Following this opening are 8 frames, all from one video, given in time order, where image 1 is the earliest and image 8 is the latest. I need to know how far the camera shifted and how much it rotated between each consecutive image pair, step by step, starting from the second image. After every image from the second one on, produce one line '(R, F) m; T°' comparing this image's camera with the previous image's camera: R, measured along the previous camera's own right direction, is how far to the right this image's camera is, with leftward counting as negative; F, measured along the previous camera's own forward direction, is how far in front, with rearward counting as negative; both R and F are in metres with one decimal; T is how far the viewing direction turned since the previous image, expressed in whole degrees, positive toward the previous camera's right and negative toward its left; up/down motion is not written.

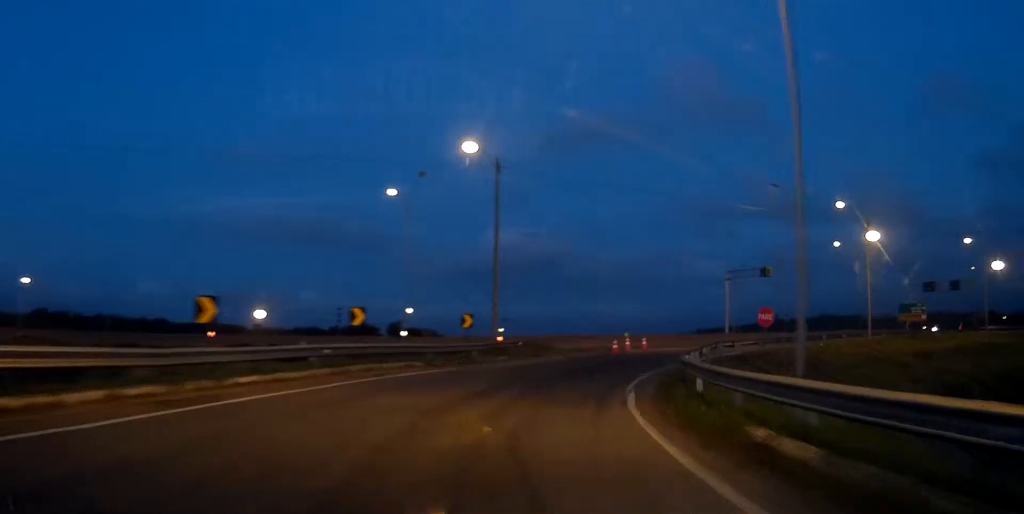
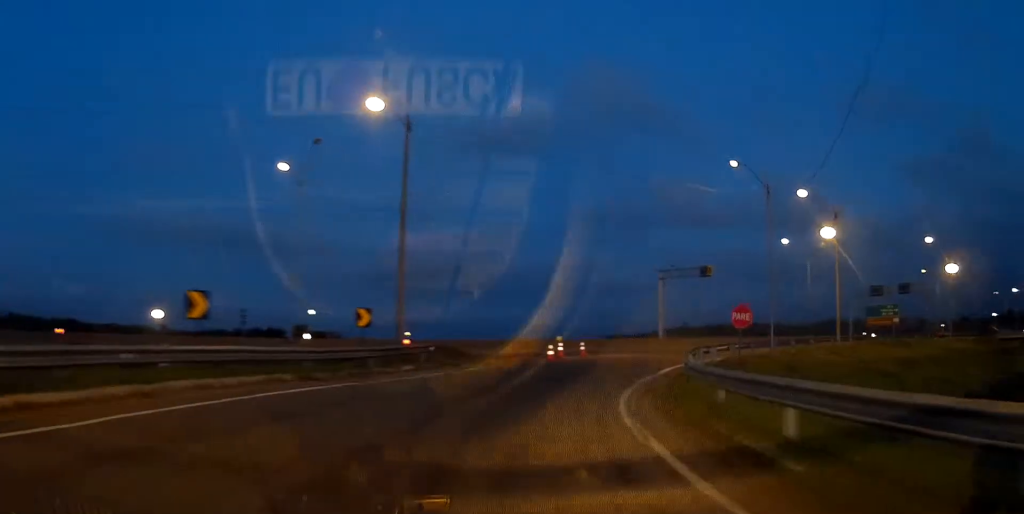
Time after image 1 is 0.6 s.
(+0.4, +8.0) m; +7°
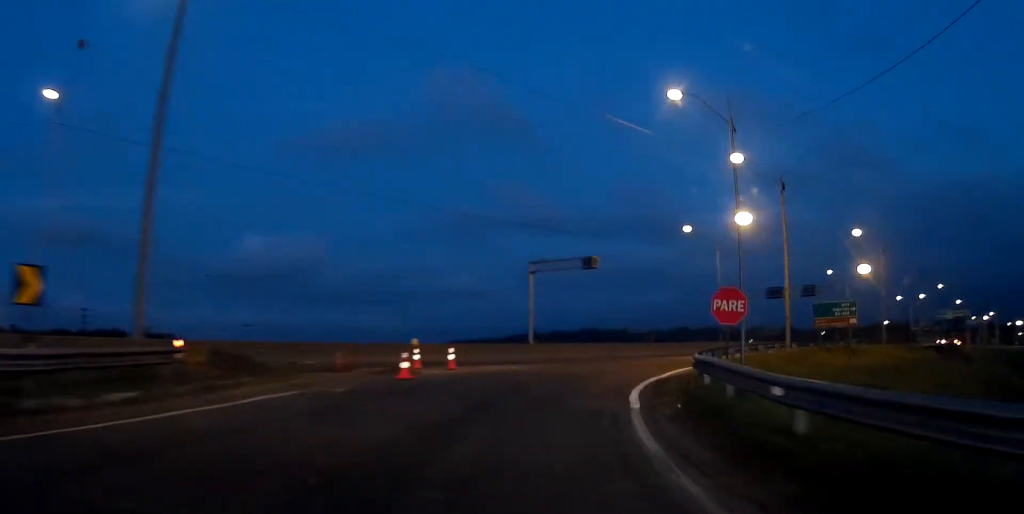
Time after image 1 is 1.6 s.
(+1.4, +13.2) m; +12°
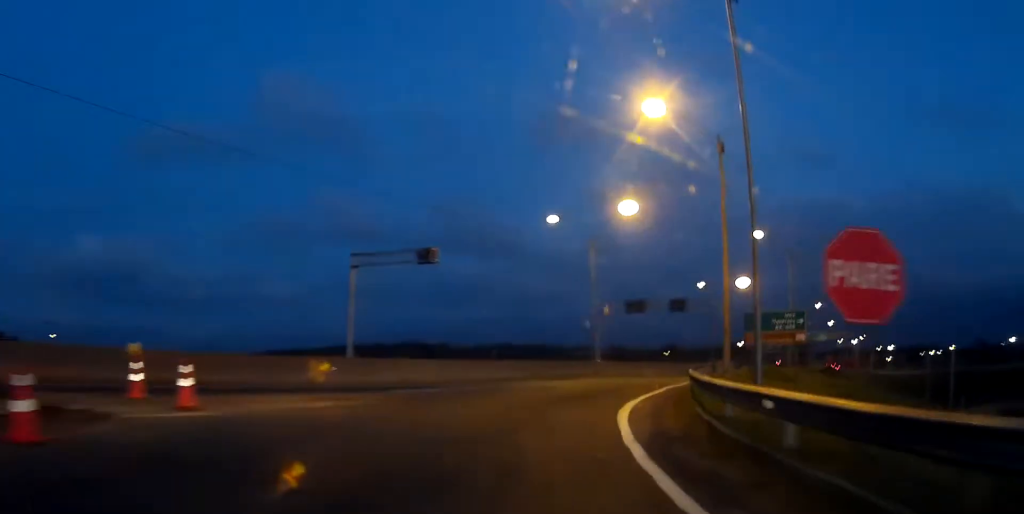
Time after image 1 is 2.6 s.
(+1.3, +12.8) m; +13°
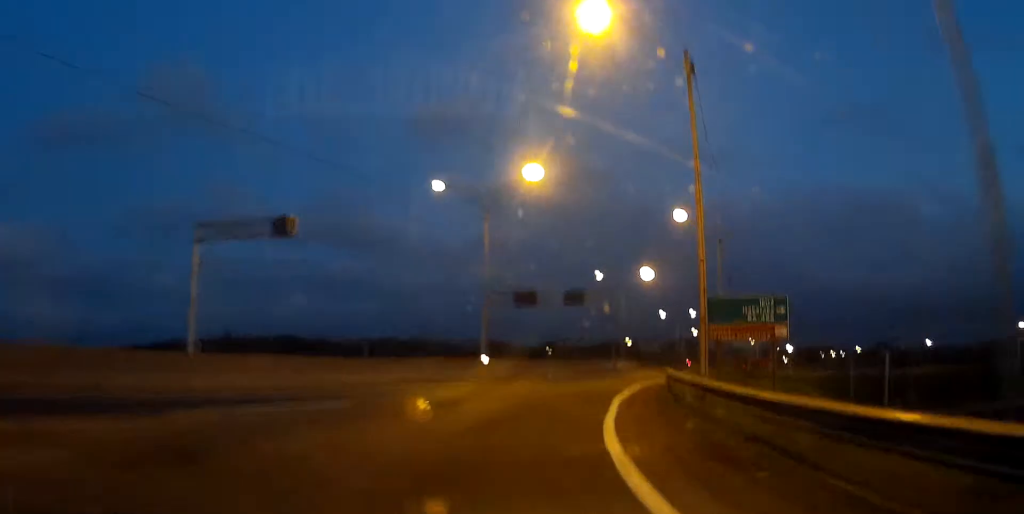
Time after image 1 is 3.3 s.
(+0.7, +9.3) m; +9°
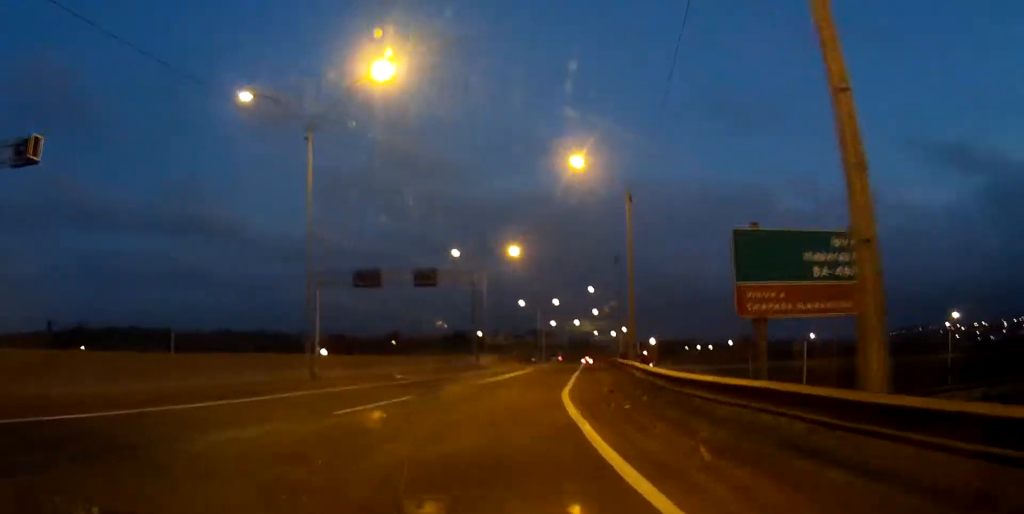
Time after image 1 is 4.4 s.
(+1.3, +13.3) m; +10°
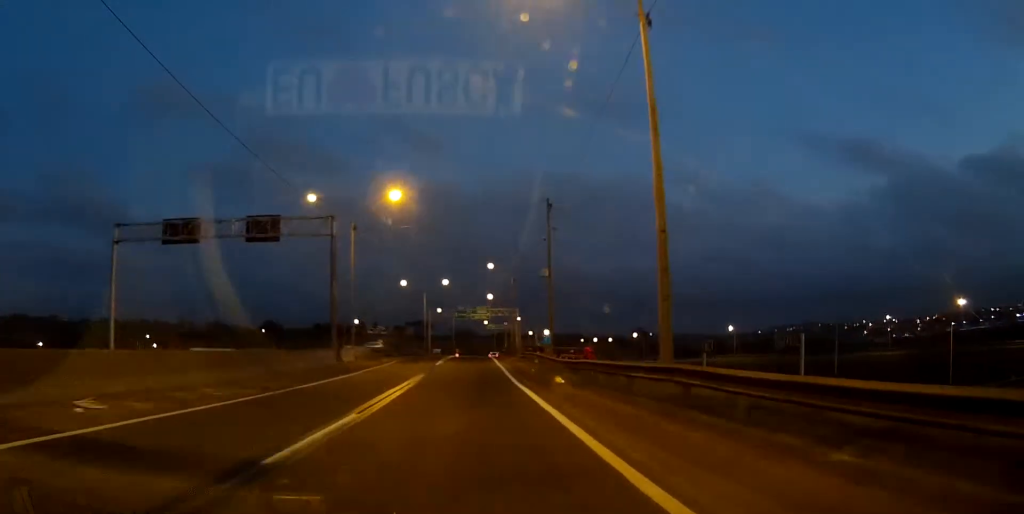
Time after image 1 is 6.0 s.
(+2.1, +22.1) m; +7°
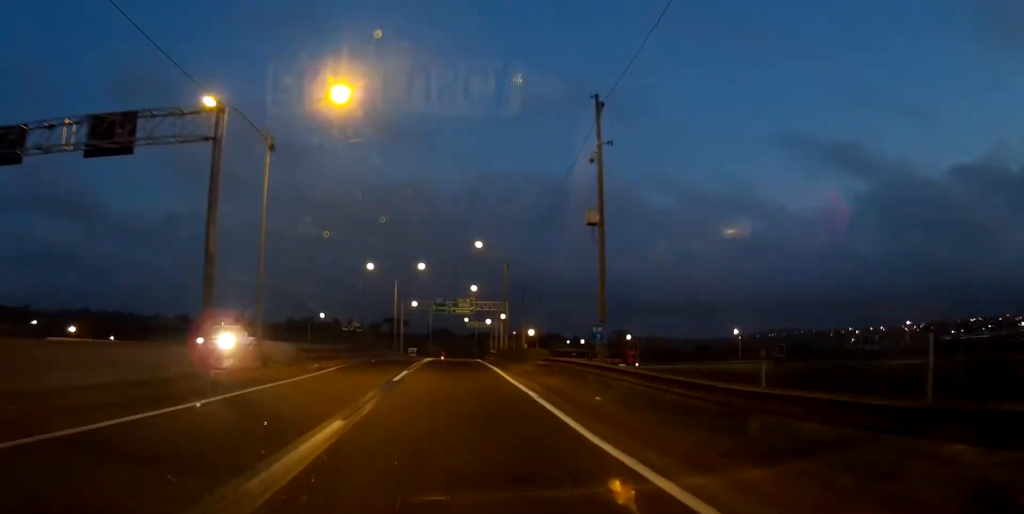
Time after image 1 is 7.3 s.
(+0.4, +19.0) m; +2°
